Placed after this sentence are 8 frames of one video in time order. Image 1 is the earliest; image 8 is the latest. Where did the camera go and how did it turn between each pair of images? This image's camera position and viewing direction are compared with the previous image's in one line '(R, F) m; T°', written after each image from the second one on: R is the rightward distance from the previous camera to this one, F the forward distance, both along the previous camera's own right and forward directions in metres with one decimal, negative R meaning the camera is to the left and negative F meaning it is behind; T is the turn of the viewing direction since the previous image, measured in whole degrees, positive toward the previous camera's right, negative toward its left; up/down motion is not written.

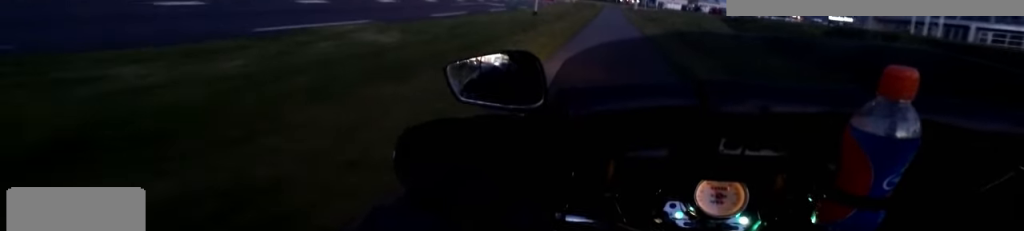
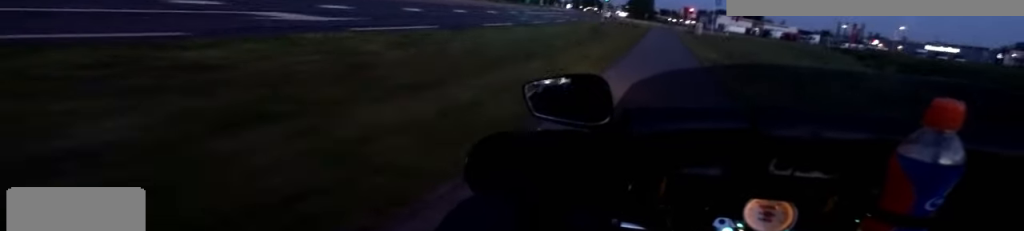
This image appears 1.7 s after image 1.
(0.0, +16.8) m; 0°
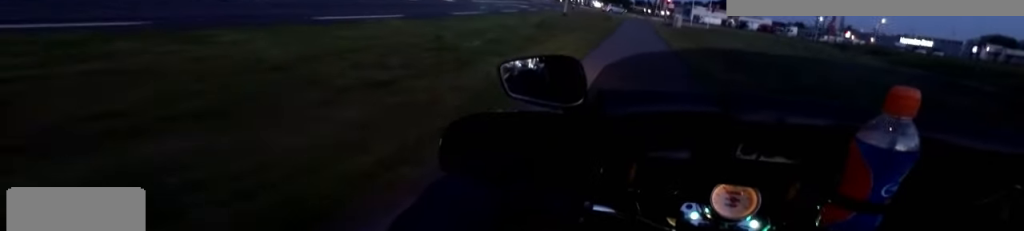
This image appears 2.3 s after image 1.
(0.0, +6.1) m; 0°
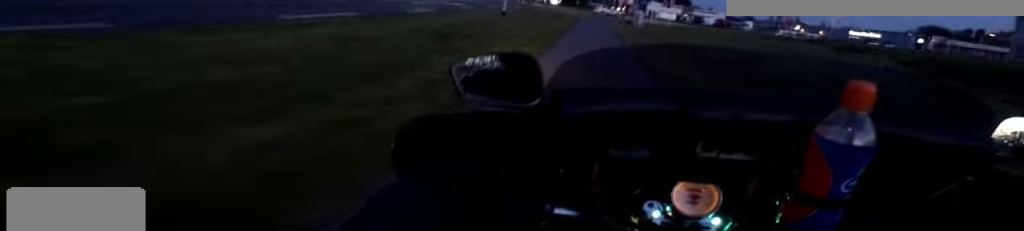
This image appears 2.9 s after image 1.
(0.0, +5.5) m; +1°
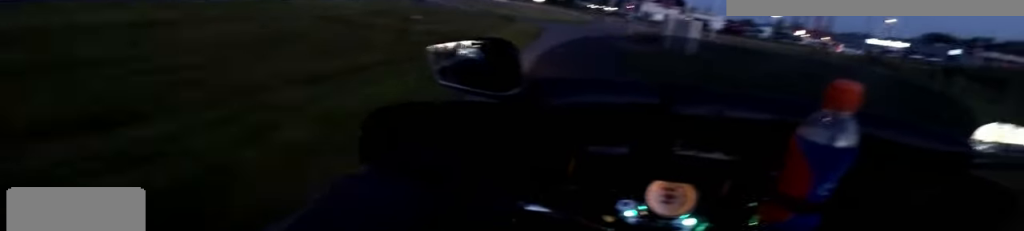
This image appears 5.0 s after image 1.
(+0.4, +18.2) m; +1°
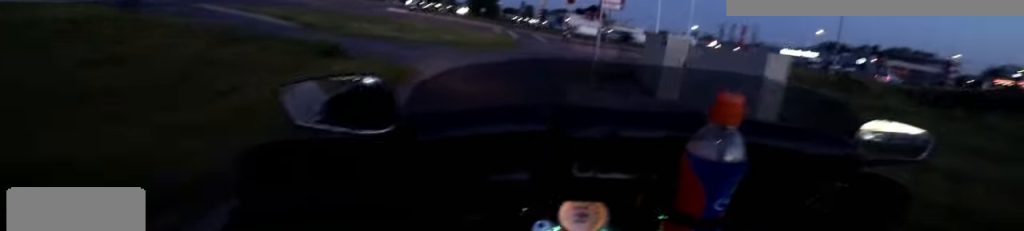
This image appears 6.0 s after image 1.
(0.0, +7.8) m; -1°
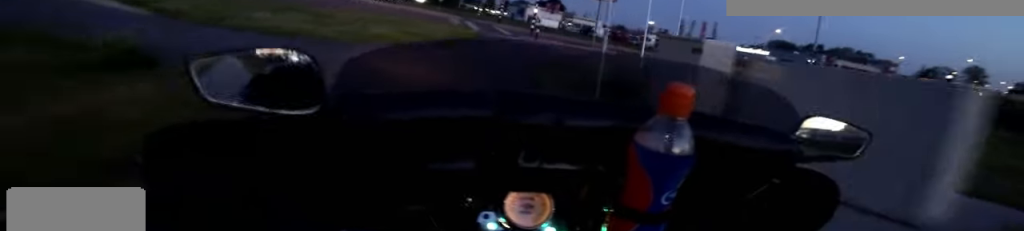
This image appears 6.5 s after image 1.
(+0.2, +2.9) m; -1°
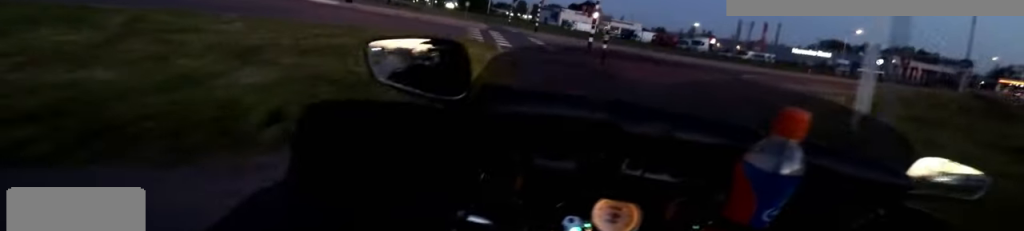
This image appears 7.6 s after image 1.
(-0.4, +6.1) m; 0°
